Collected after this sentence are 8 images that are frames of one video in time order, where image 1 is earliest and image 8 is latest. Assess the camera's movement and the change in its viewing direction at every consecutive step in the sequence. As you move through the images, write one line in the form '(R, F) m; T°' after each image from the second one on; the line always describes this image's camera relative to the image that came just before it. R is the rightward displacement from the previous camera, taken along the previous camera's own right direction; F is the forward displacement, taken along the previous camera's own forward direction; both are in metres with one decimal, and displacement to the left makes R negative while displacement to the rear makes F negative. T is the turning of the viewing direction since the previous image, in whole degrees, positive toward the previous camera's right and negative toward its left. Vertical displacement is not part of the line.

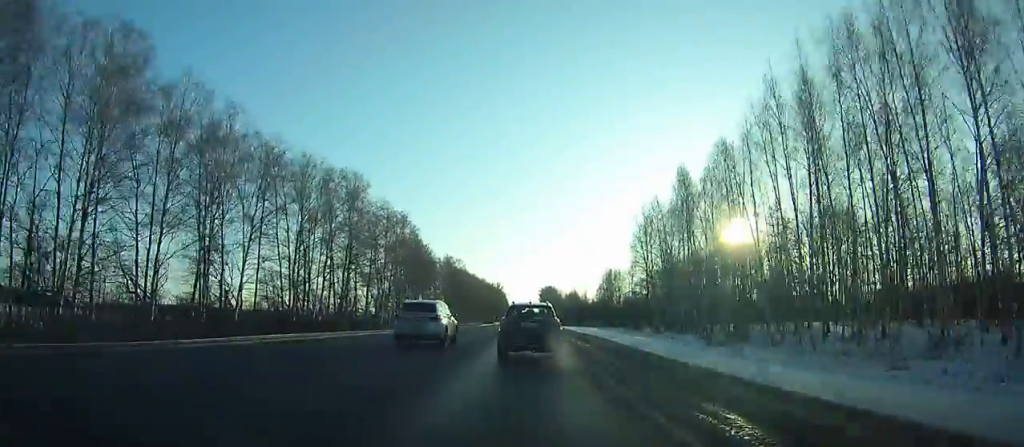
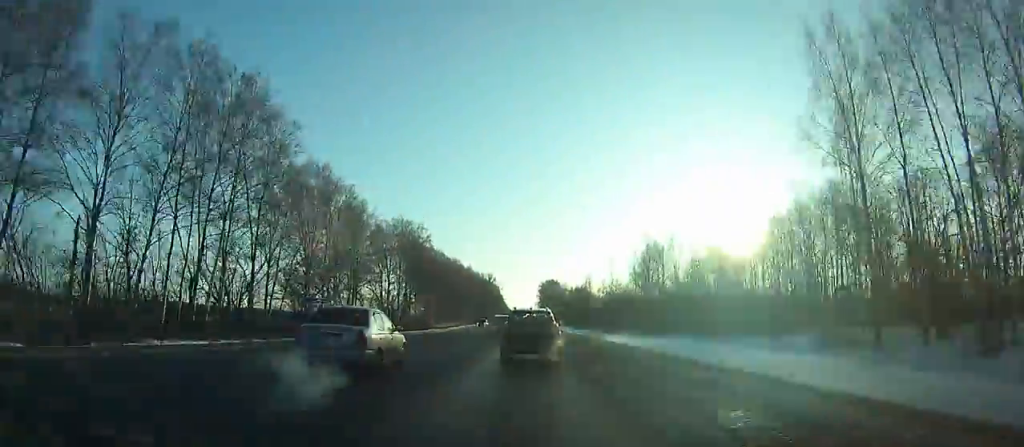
(+1.3, +72.0) m; +1°
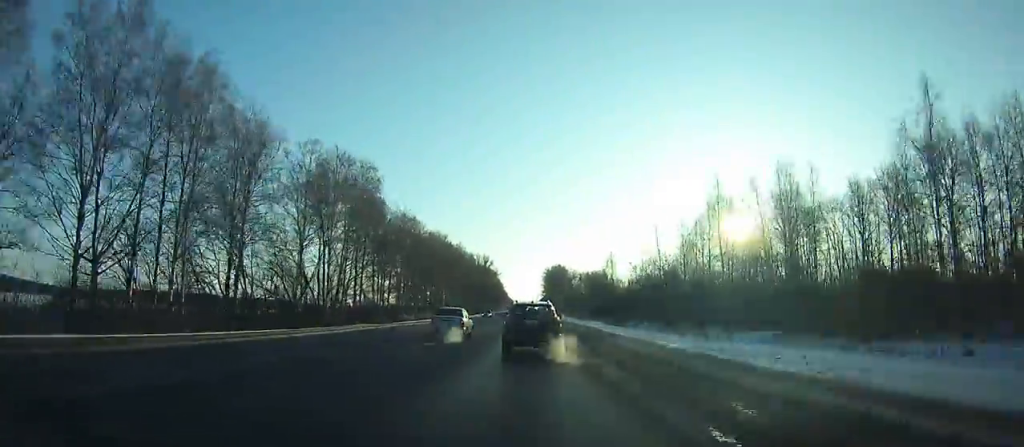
(0.0, +45.6) m; +1°
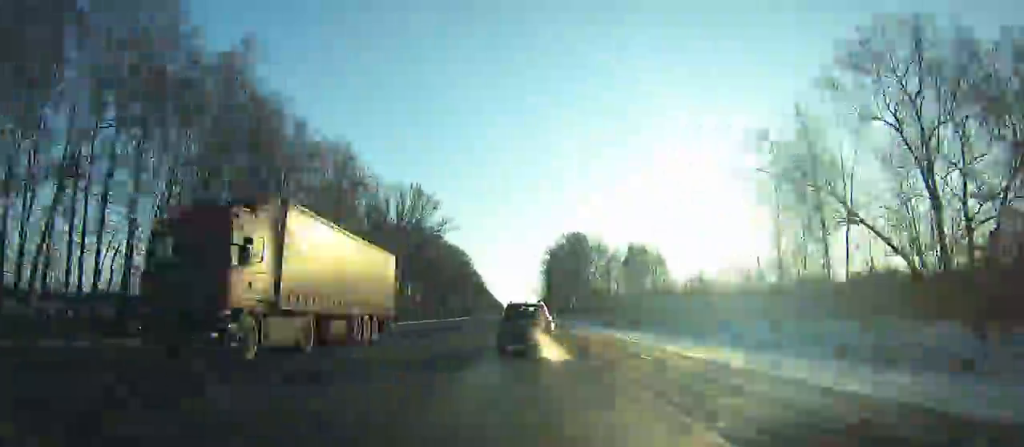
(-1.8, +141.6) m; -1°
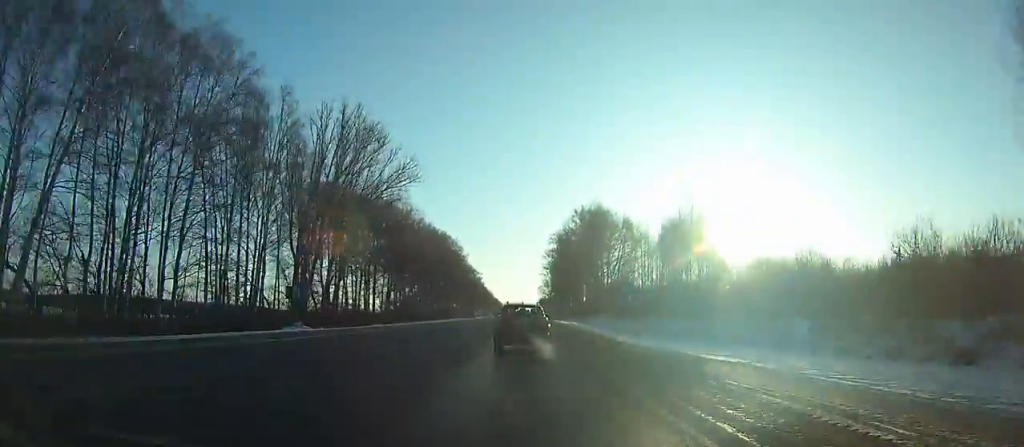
(+0.6, +37.7) m; +1°
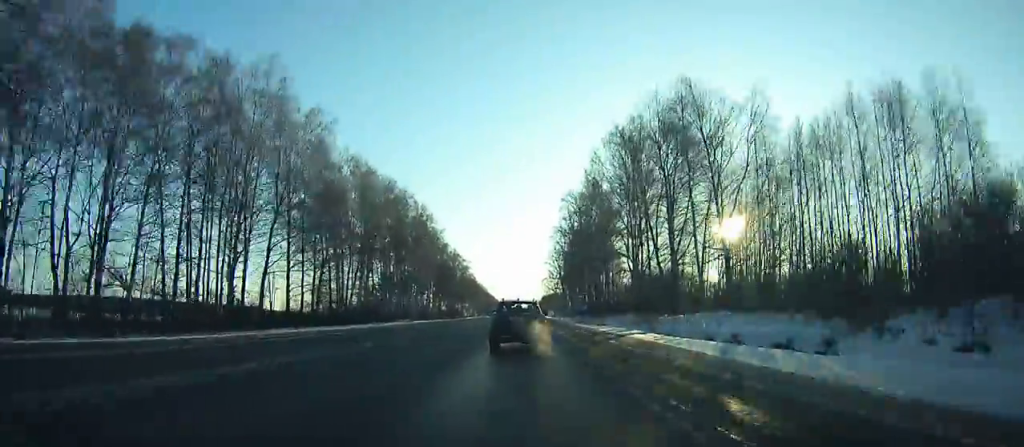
(+0.1, +57.5) m; 0°
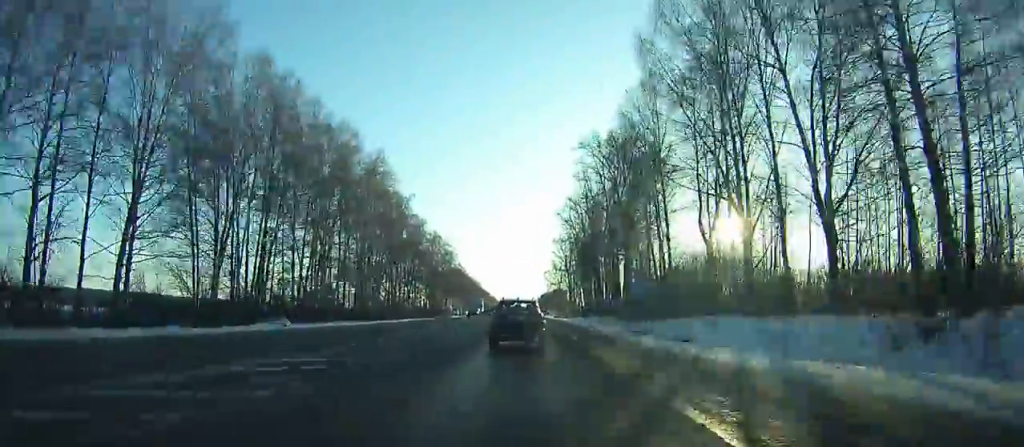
(+0.1, +39.4) m; 0°
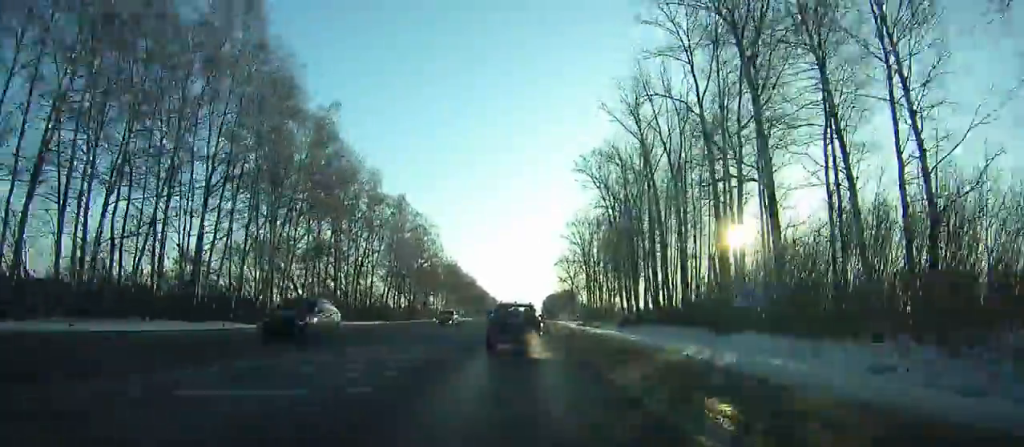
(0.0, +46.9) m; 0°
